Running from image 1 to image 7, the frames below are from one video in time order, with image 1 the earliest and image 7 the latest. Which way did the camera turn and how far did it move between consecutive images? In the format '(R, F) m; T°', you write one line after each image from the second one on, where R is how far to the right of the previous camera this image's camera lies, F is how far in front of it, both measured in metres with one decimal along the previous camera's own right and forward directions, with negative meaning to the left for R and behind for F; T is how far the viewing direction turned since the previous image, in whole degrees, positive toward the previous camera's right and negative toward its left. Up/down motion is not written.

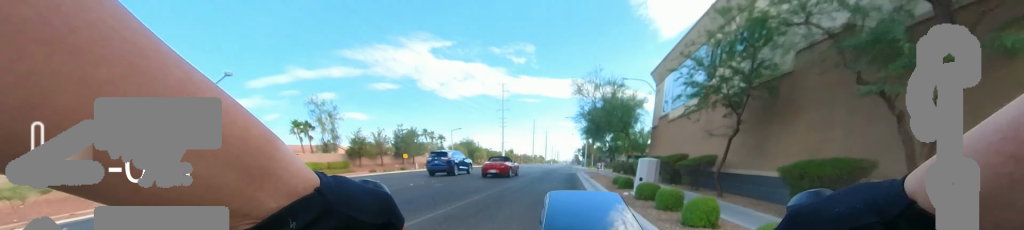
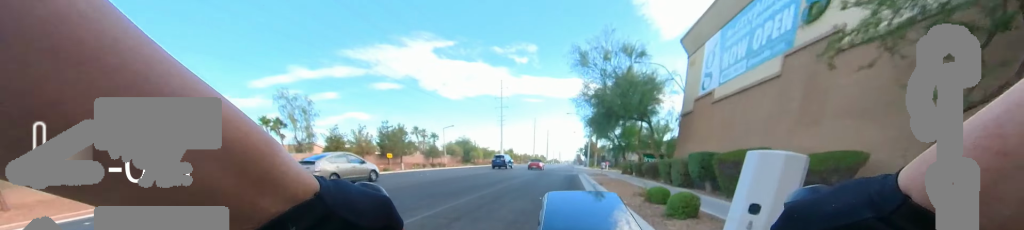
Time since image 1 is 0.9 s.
(0.0, +5.7) m; 0°
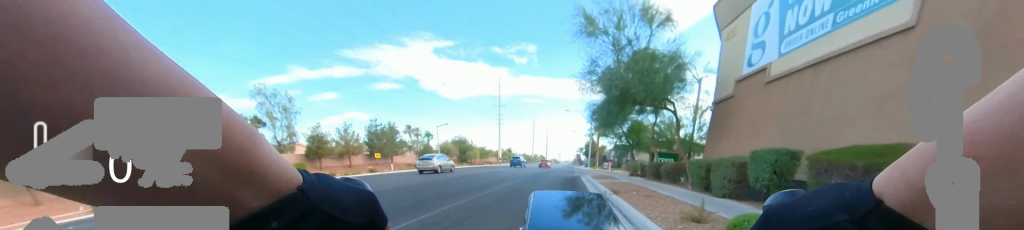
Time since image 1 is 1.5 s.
(0.0, +3.5) m; 0°
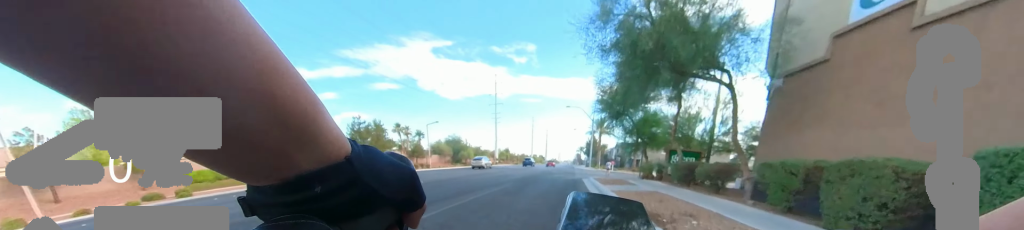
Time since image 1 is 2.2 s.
(0.0, +4.5) m; 0°
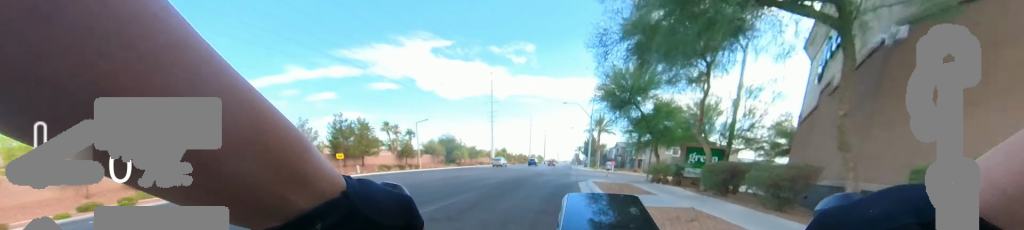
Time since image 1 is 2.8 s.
(0.0, +3.8) m; 0°
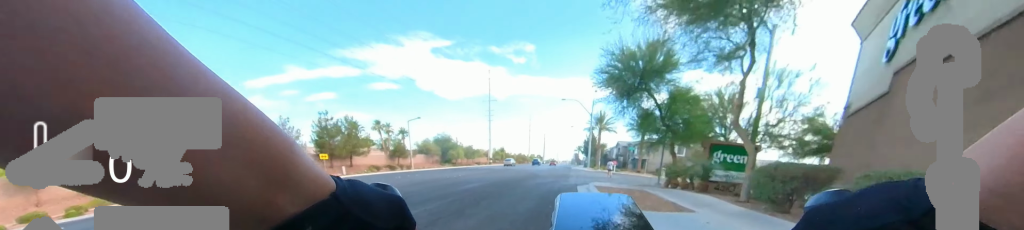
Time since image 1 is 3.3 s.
(0.0, +2.9) m; 0°
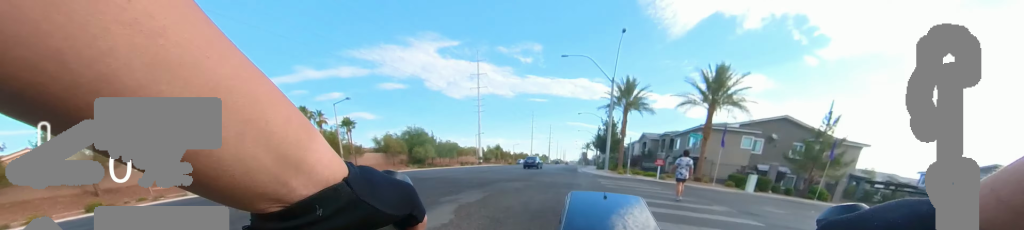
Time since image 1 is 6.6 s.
(+0.2, +20.1) m; +11°
